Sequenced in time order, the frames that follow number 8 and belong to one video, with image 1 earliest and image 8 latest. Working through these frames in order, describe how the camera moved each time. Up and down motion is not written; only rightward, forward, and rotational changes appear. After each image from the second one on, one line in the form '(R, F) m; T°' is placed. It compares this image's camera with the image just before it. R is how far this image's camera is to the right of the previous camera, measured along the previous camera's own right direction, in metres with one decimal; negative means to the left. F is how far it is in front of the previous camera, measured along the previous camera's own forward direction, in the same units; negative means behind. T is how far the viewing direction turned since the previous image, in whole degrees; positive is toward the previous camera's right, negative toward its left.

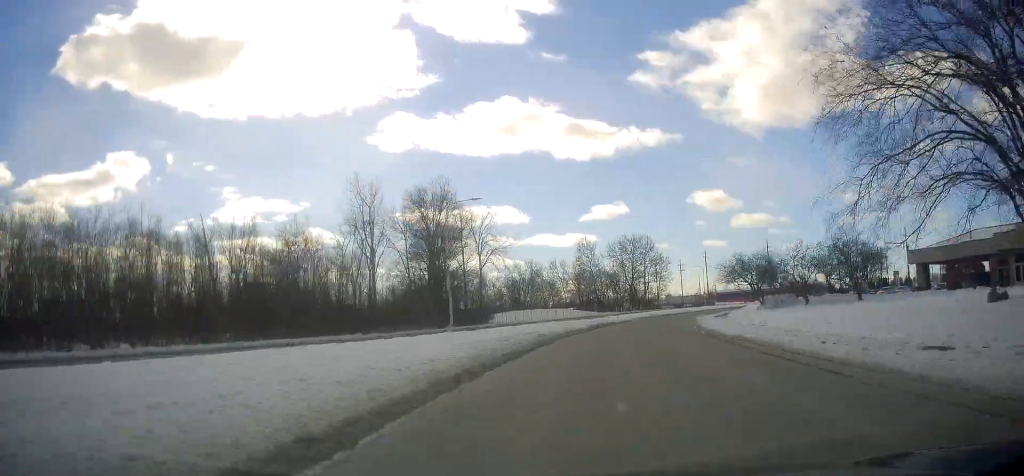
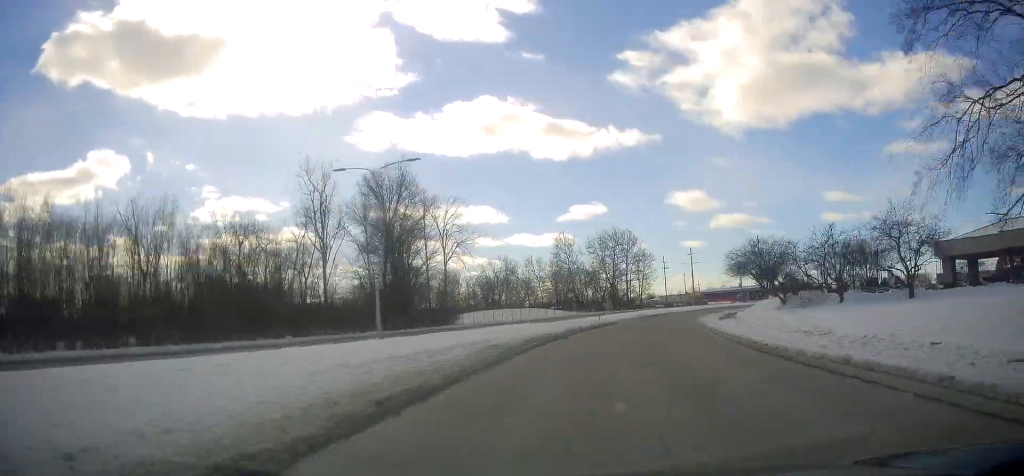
(0.0, +10.5) m; +3°
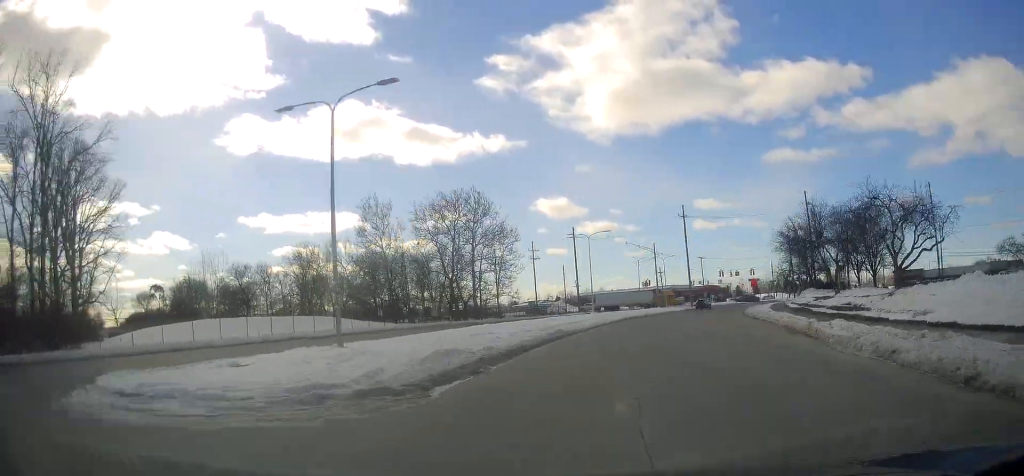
(+5.4, +54.1) m; +12°
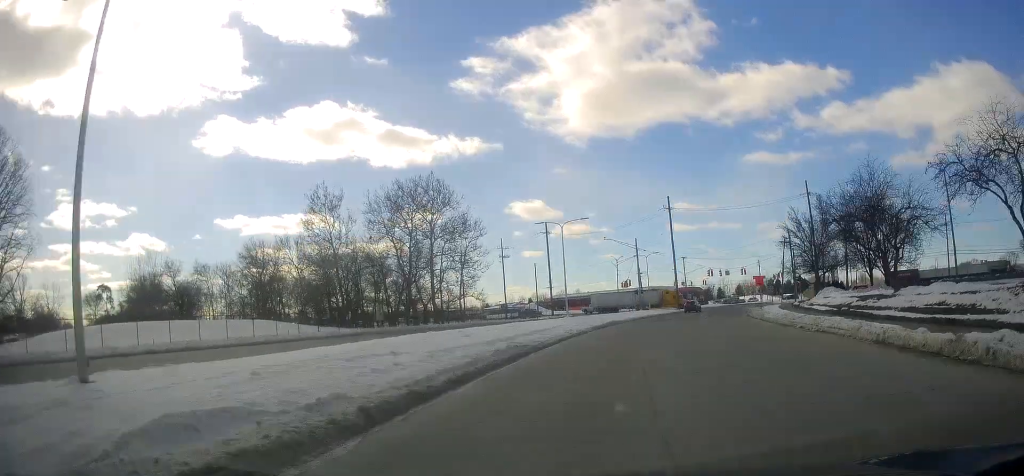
(+0.1, +10.1) m; +5°
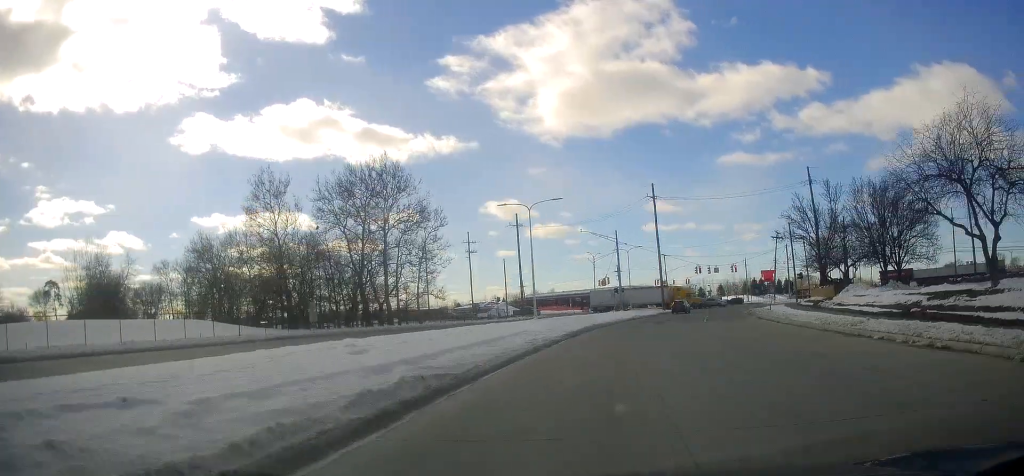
(+0.7, +8.7) m; +3°
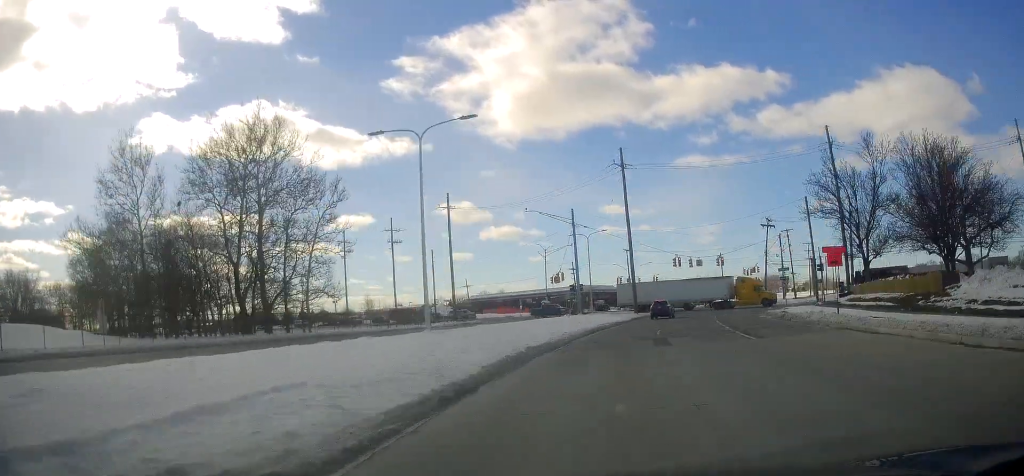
(+0.8, +17.8) m; +4°
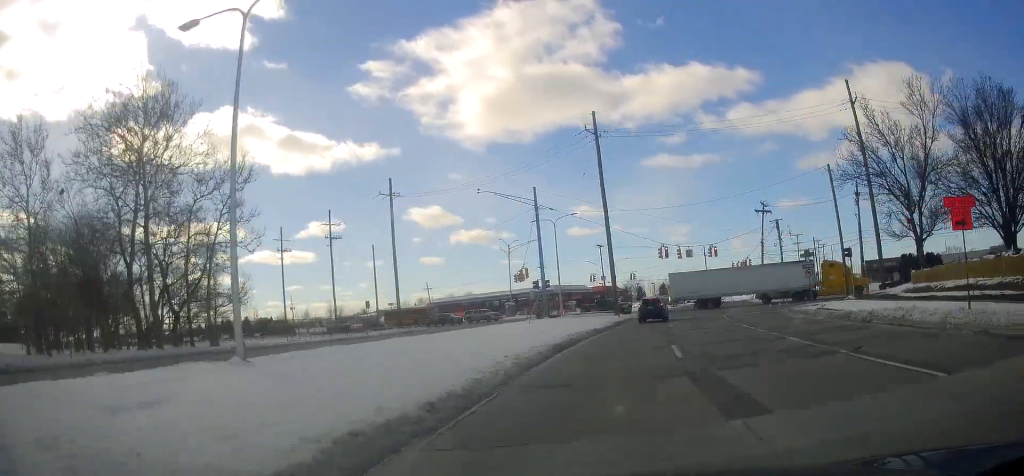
(+0.2, +10.1) m; +1°
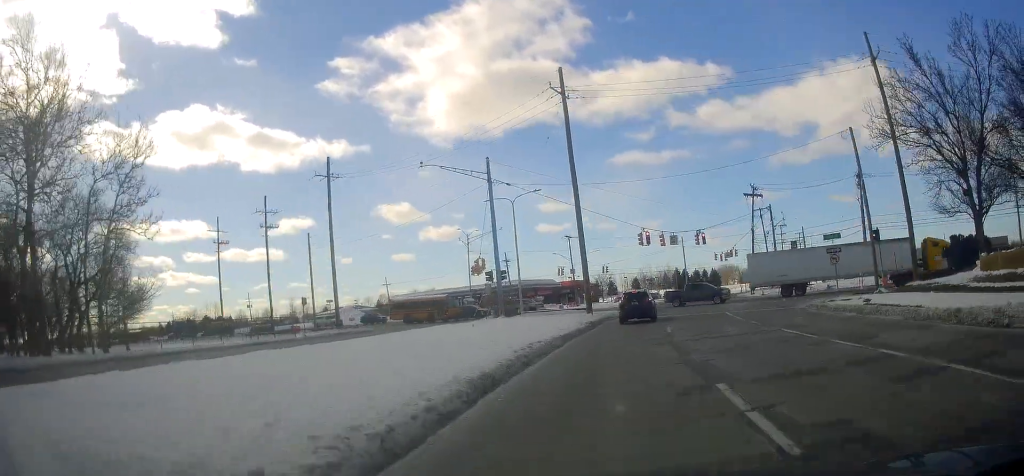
(0.0, +7.5) m; +4°
